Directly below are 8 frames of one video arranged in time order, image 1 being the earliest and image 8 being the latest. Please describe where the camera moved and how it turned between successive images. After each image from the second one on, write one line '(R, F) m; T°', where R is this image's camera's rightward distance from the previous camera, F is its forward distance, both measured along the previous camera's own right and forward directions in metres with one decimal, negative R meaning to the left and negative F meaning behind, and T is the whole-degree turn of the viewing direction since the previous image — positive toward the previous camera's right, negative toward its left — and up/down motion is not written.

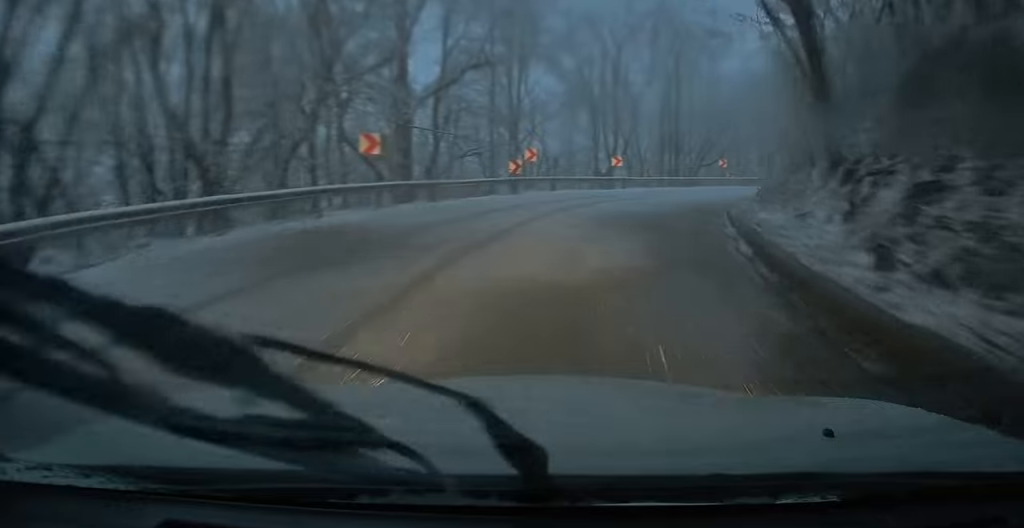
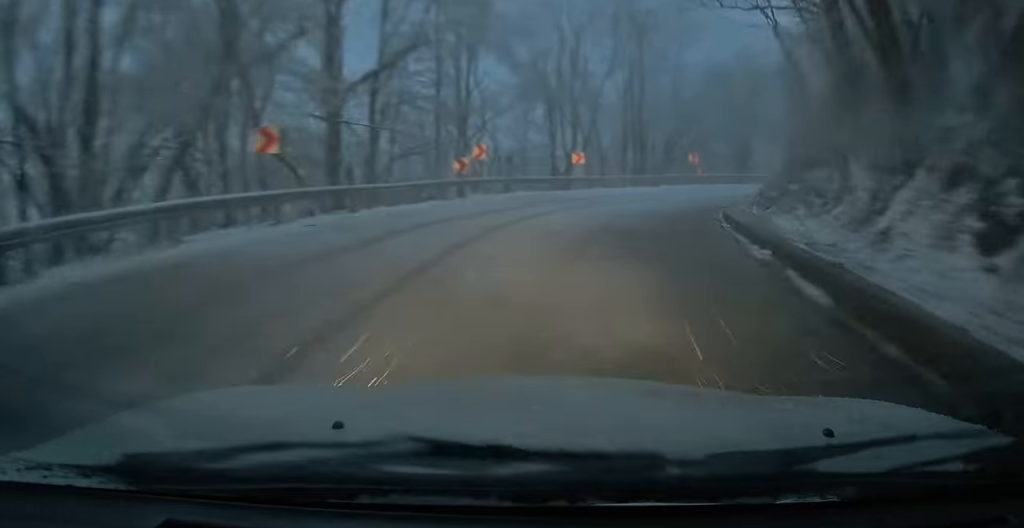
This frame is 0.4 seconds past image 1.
(0.0, +4.7) m; +4°
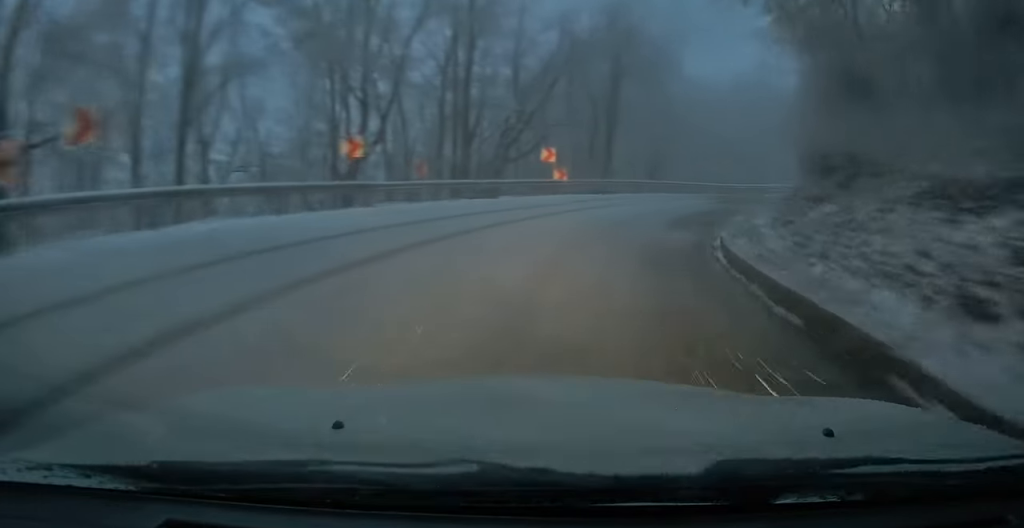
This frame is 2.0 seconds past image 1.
(+2.3, +15.3) m; +20°
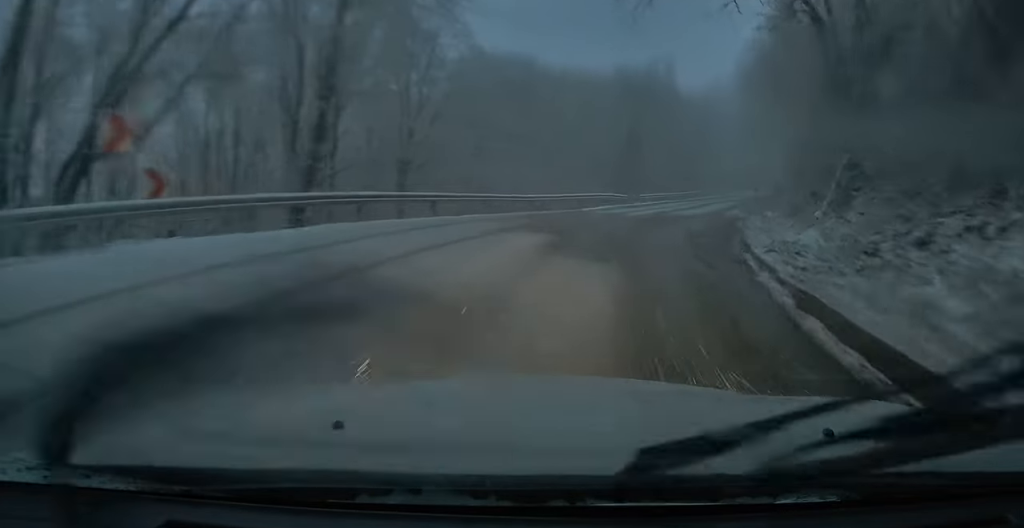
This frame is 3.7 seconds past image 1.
(+3.8, +17.1) m; +23°
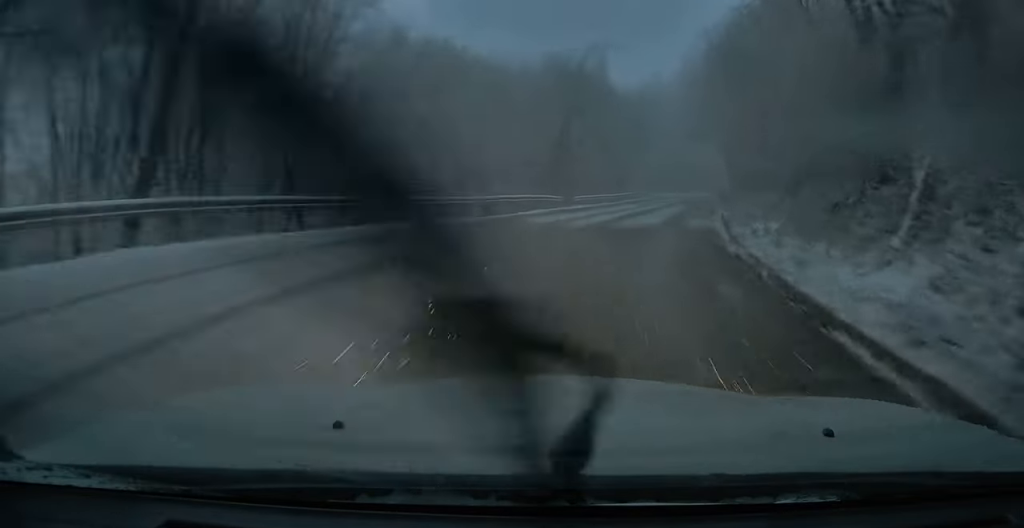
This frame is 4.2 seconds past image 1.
(+0.4, +6.5) m; +3°
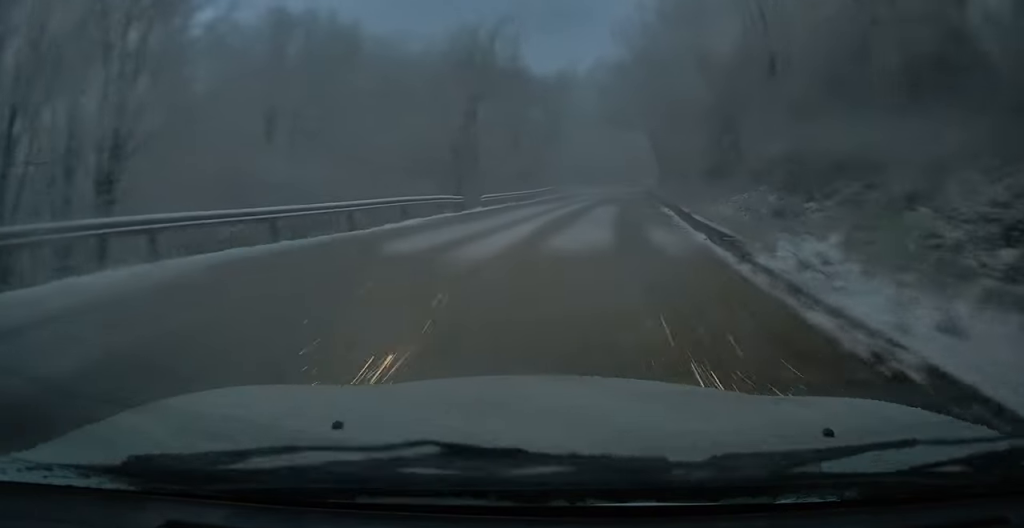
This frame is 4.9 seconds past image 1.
(+0.2, +8.7) m; +5°
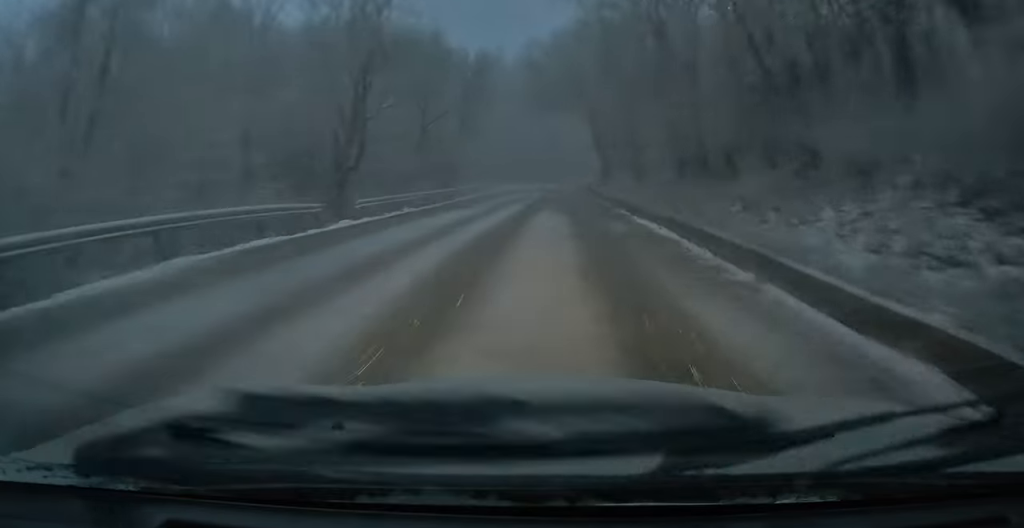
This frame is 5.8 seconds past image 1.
(+0.6, +11.9) m; +7°
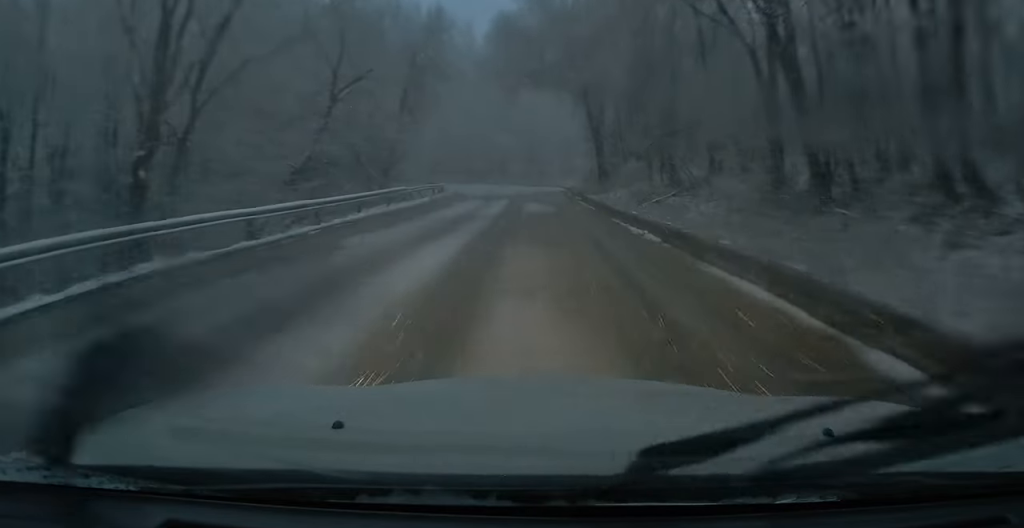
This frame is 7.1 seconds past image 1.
(+1.1, +15.6) m; +3°
